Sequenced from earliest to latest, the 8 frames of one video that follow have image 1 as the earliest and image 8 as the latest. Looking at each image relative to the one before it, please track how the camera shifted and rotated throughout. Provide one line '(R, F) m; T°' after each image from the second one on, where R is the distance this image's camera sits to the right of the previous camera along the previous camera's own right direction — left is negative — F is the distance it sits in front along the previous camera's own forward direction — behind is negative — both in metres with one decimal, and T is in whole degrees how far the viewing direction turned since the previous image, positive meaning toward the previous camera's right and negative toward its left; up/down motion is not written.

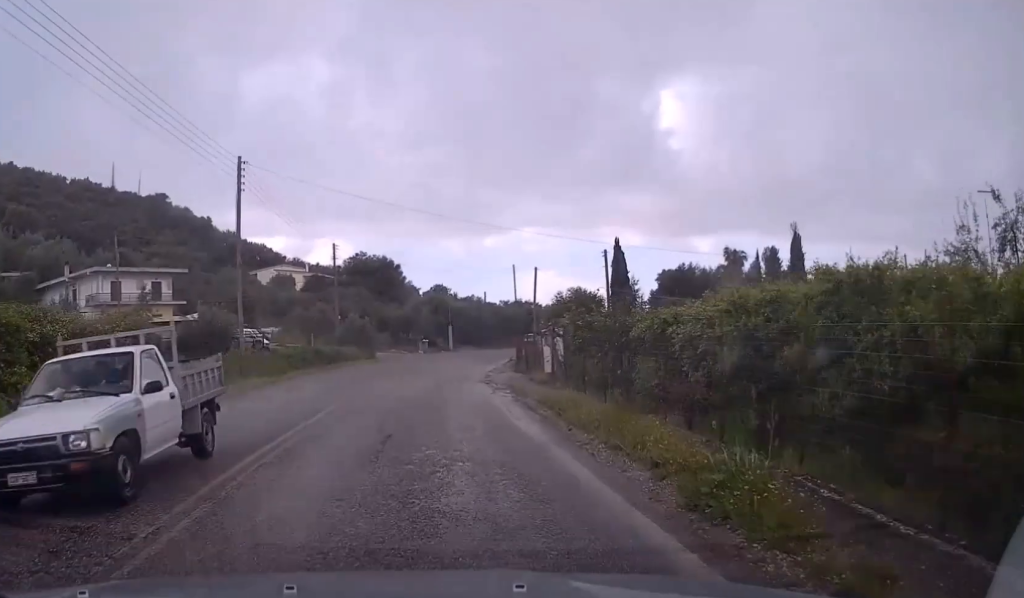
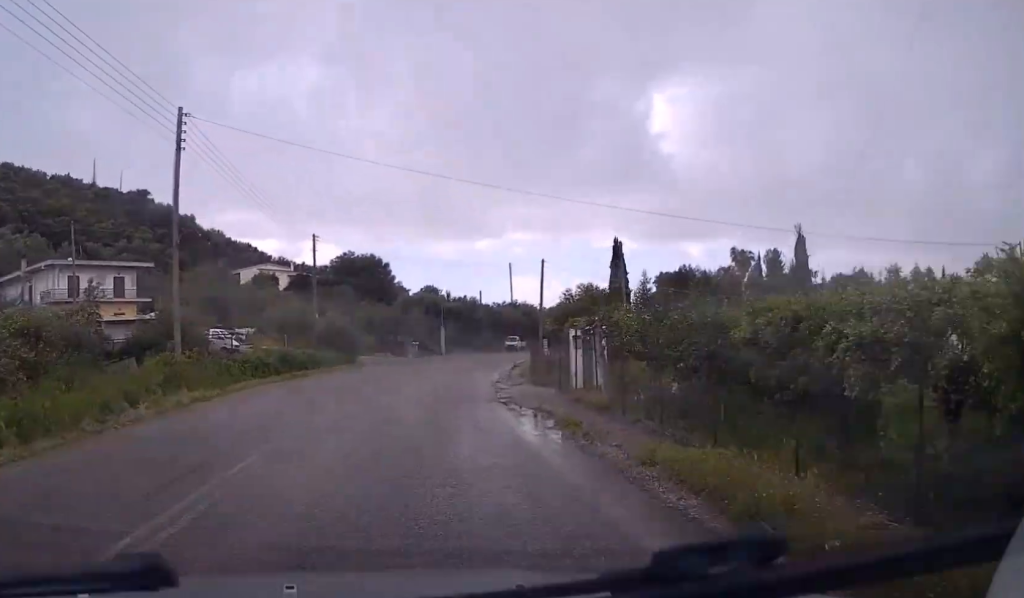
(0.0, +7.8) m; +1°
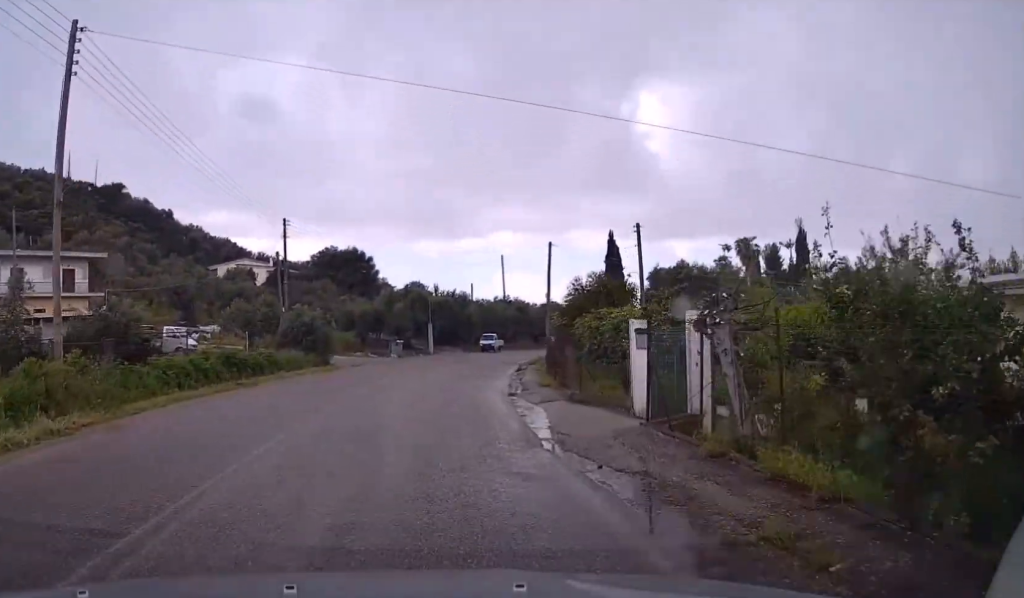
(+0.2, +8.1) m; +1°
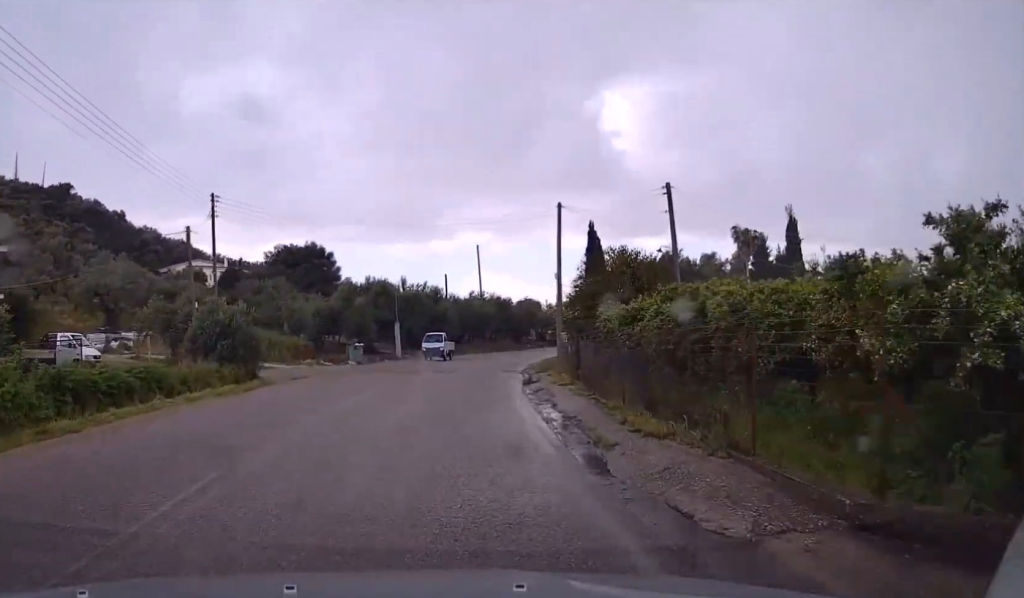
(+0.2, +12.2) m; +2°
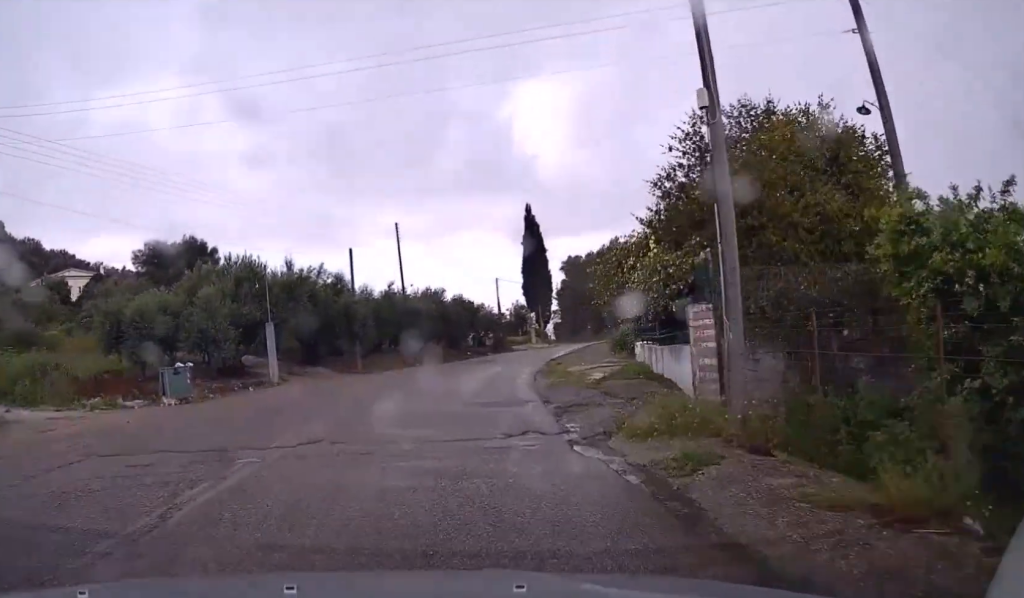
(+0.7, +23.4) m; +5°
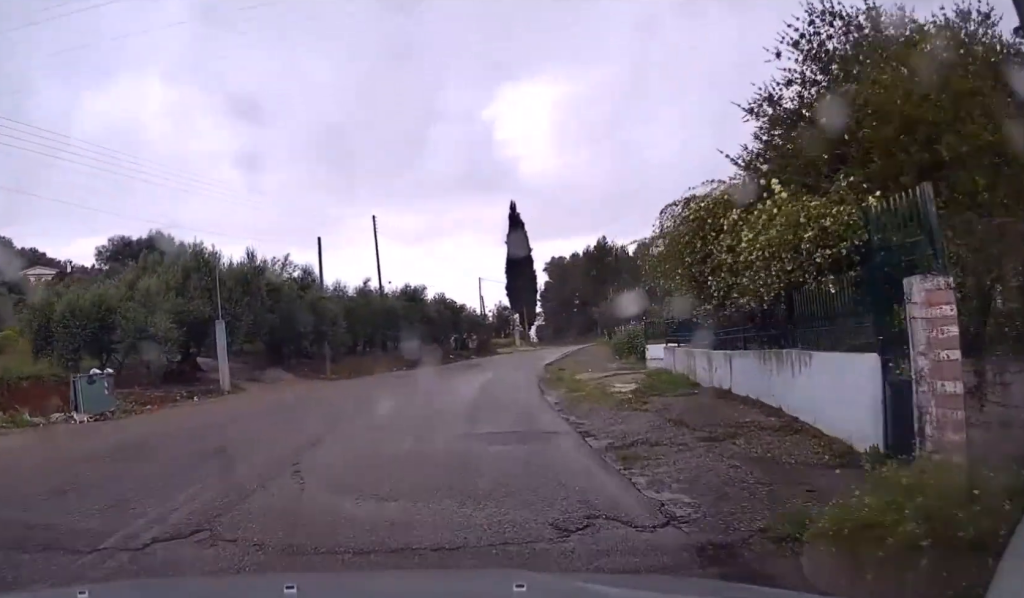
(+0.1, +5.4) m; +2°
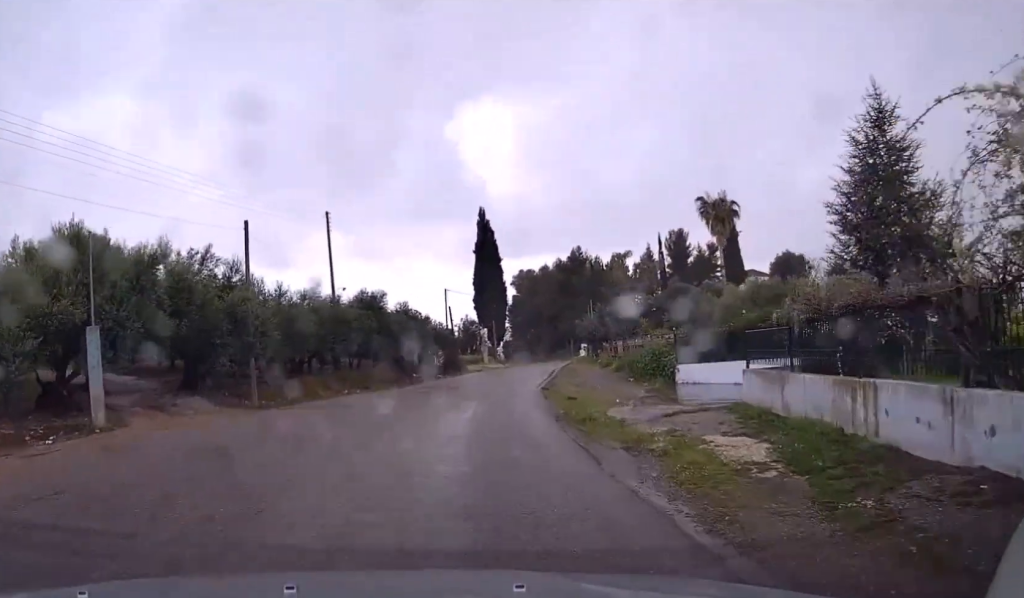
(+0.3, +9.0) m; +3°
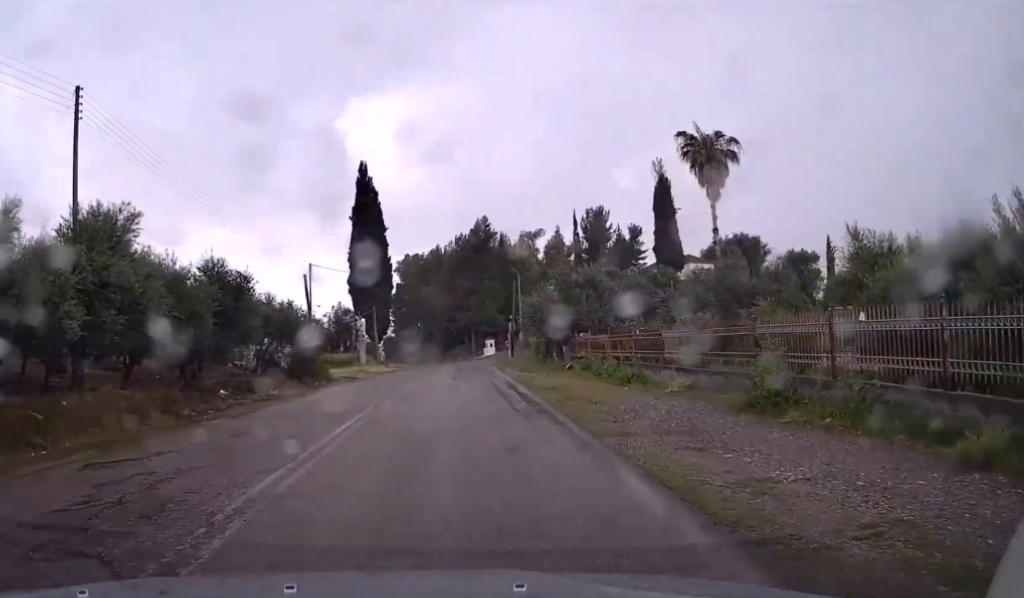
(+2.5, +27.3) m; +10°
